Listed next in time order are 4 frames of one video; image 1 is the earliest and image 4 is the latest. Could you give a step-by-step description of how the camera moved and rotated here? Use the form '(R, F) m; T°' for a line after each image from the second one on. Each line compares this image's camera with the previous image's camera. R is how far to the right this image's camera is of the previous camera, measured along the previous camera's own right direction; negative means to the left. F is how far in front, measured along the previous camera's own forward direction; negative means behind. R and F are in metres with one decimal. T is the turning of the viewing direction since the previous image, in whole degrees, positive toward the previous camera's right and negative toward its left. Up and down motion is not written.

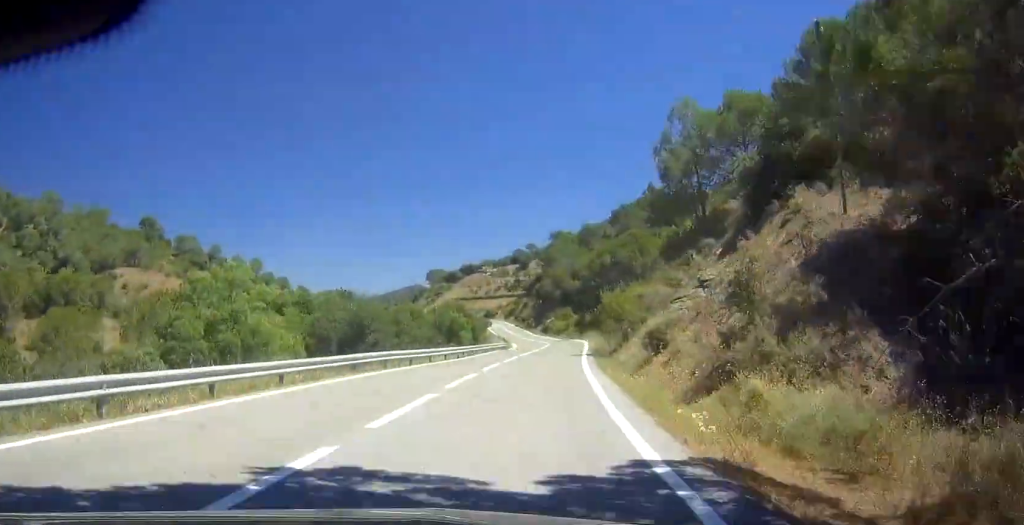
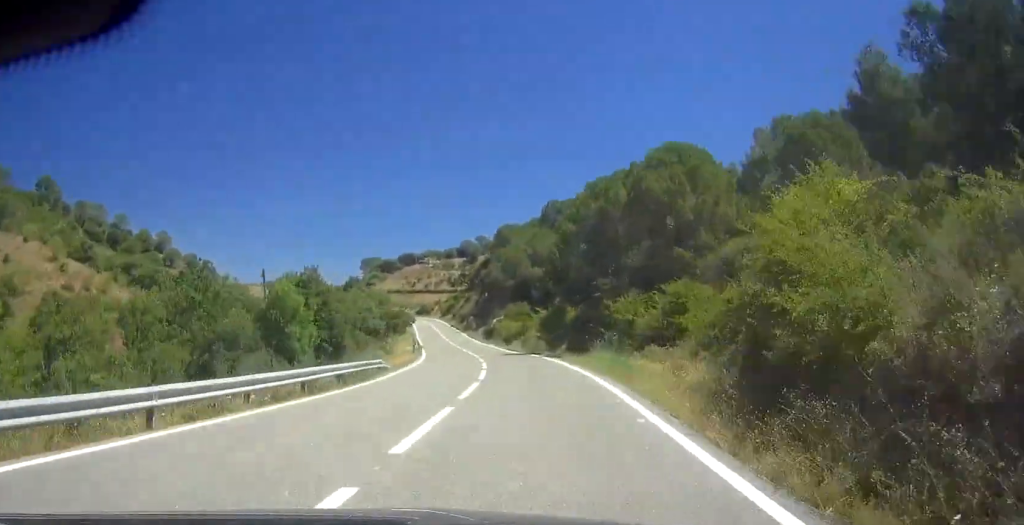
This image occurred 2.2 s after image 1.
(+1.5, +44.5) m; -1°
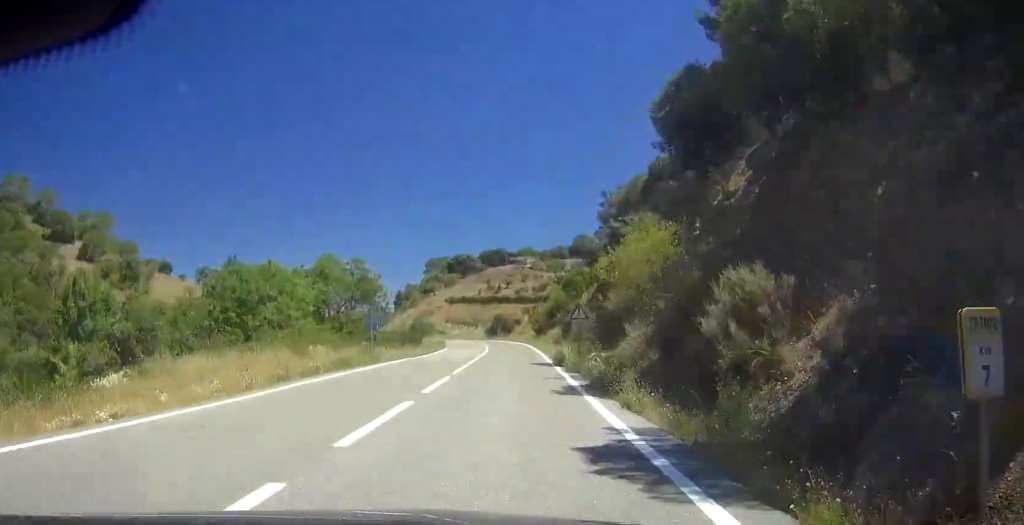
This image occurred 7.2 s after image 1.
(-2.8, +96.2) m; -6°
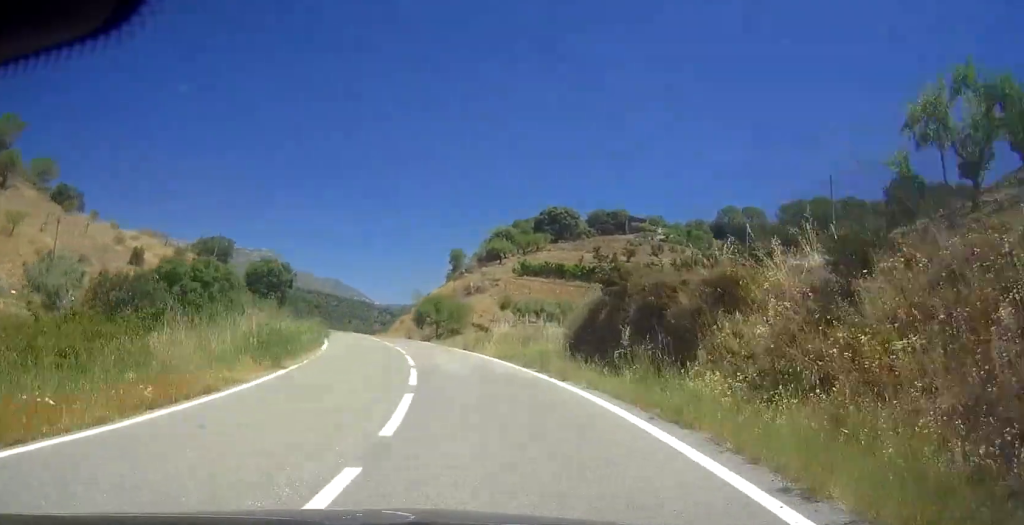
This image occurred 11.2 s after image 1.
(-4.2, +70.2) m; -10°
